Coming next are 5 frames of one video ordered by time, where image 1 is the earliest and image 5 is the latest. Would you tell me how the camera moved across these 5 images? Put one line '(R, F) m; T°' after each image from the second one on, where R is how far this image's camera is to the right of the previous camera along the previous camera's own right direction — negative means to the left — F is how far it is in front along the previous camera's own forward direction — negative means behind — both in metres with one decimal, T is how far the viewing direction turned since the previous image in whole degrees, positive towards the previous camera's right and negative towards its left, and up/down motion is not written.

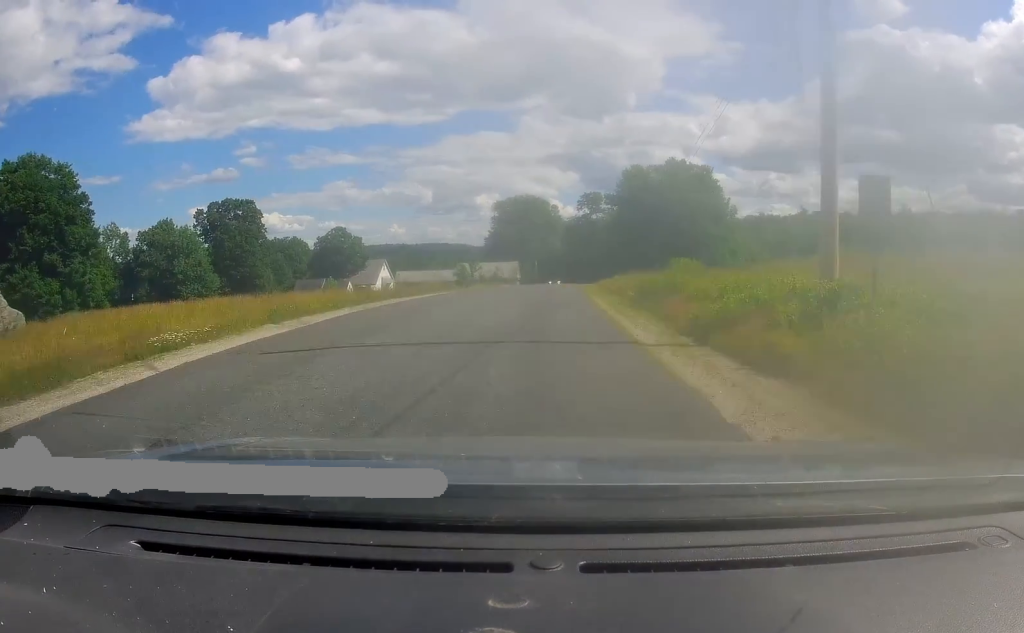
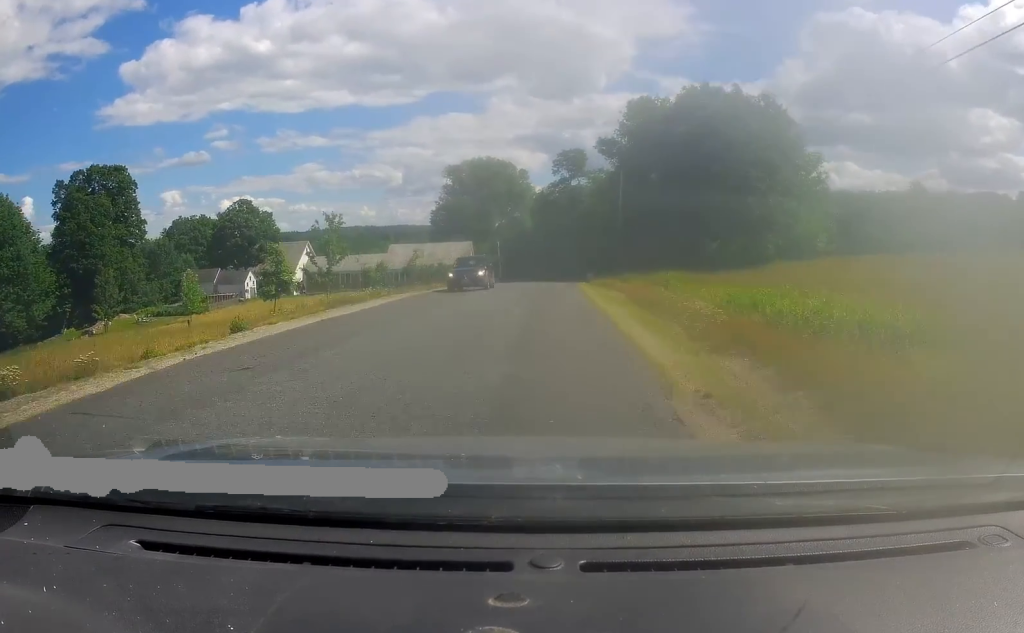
(+0.3, +38.5) m; +2°
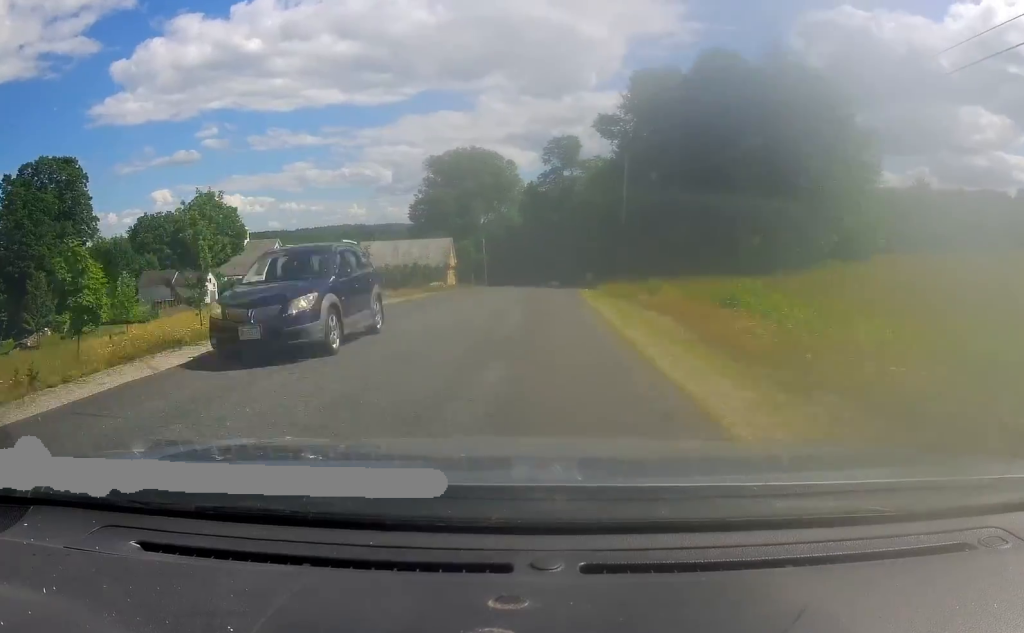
(-0.1, +11.0) m; +1°
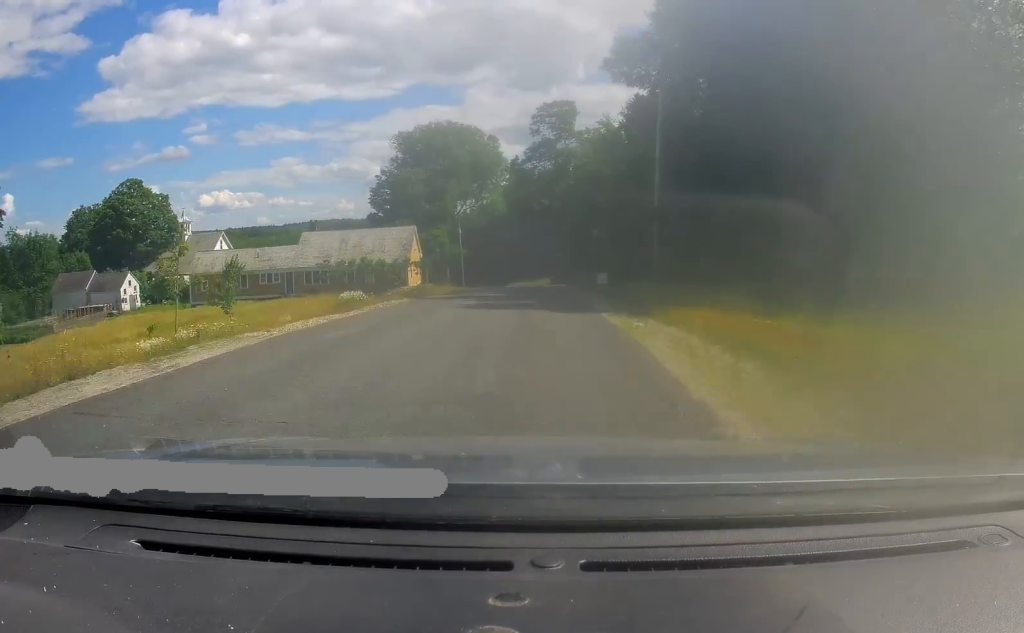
(+0.4, +19.0) m; +2°
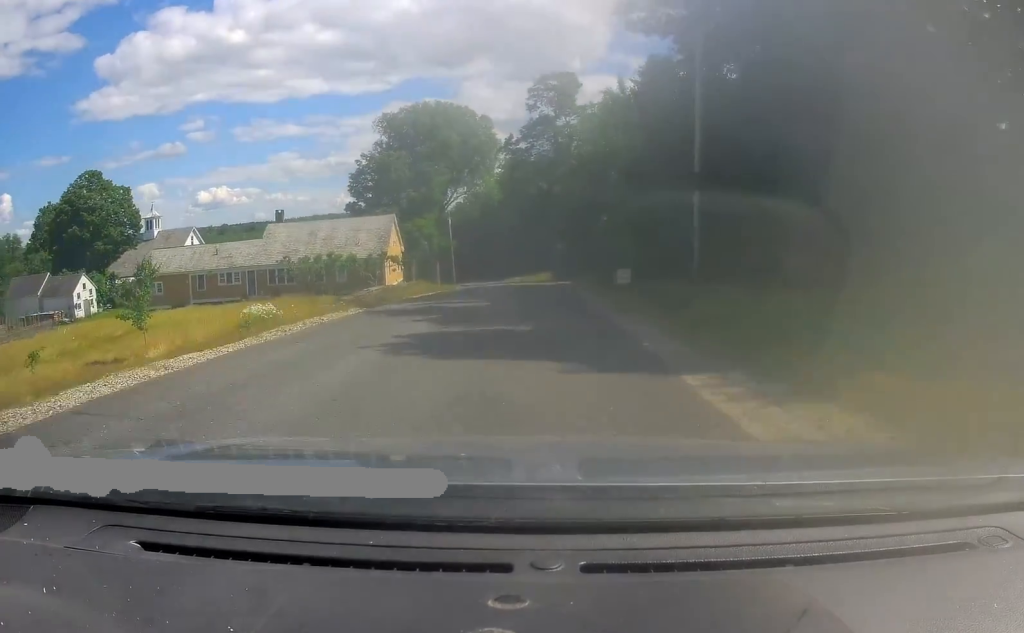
(0.0, +10.3) m; -1°
